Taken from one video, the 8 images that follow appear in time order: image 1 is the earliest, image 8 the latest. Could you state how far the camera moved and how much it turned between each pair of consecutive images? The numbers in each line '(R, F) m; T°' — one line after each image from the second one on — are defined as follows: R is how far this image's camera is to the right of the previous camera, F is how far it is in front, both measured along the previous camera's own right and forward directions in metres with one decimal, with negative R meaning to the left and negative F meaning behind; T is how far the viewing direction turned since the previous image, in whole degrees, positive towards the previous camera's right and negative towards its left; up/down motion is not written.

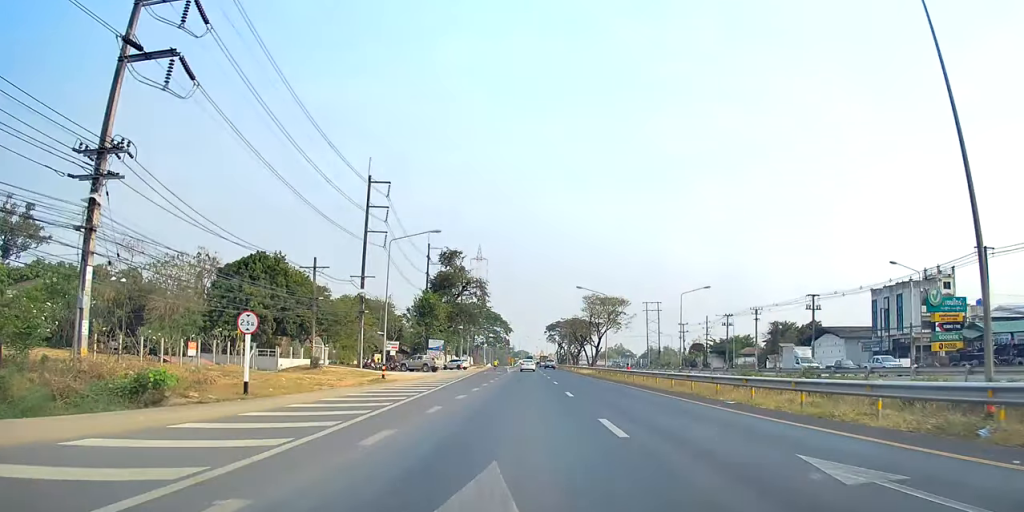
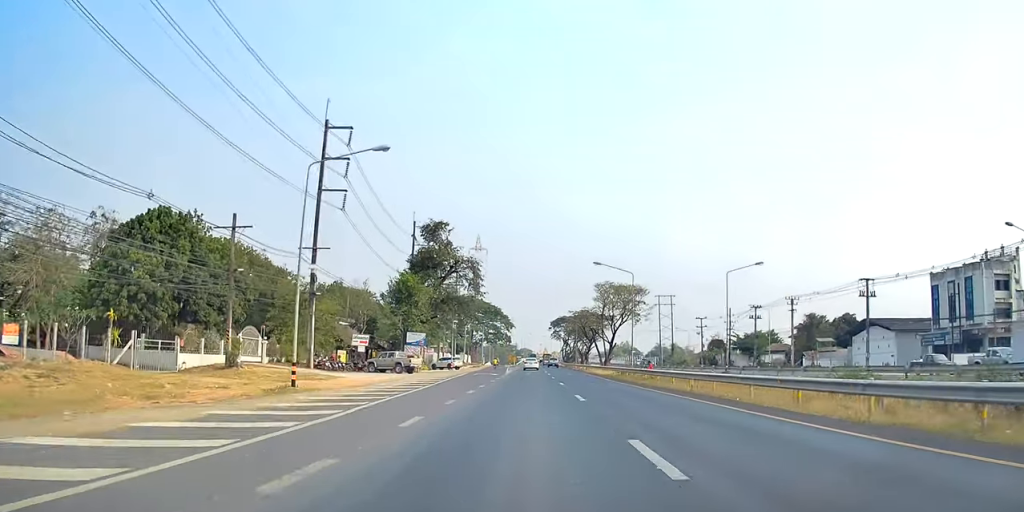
(0.0, +15.8) m; 0°
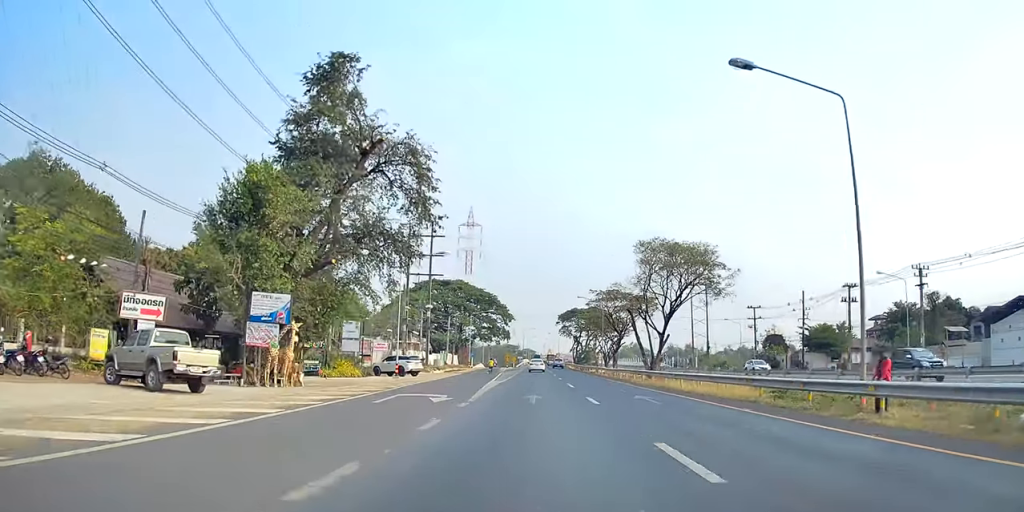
(0.0, +37.2) m; 0°
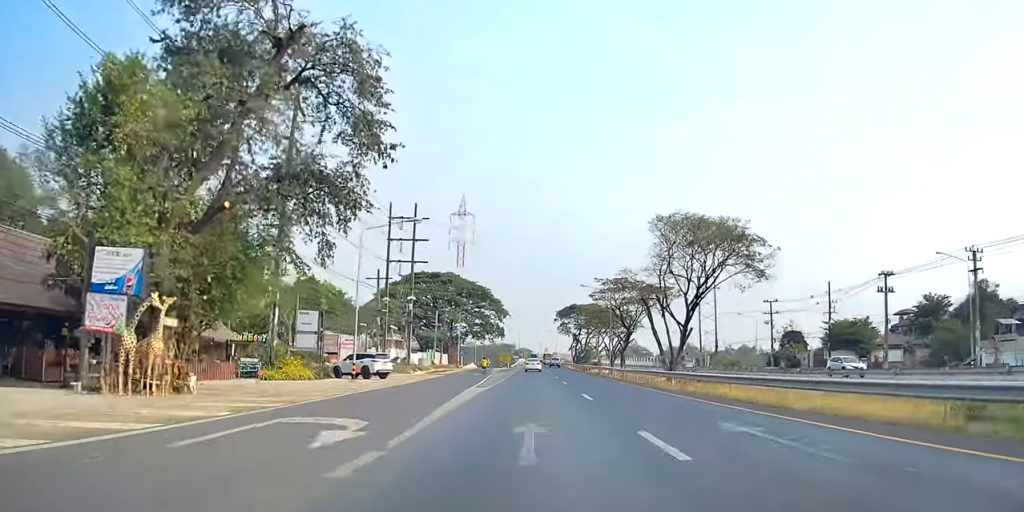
(-0.1, +10.1) m; +1°
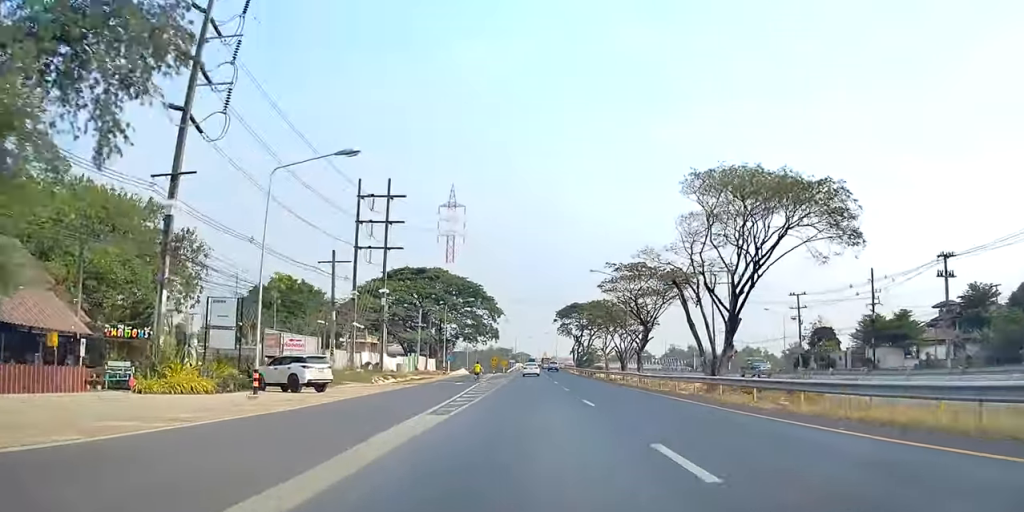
(+0.2, +13.3) m; +1°
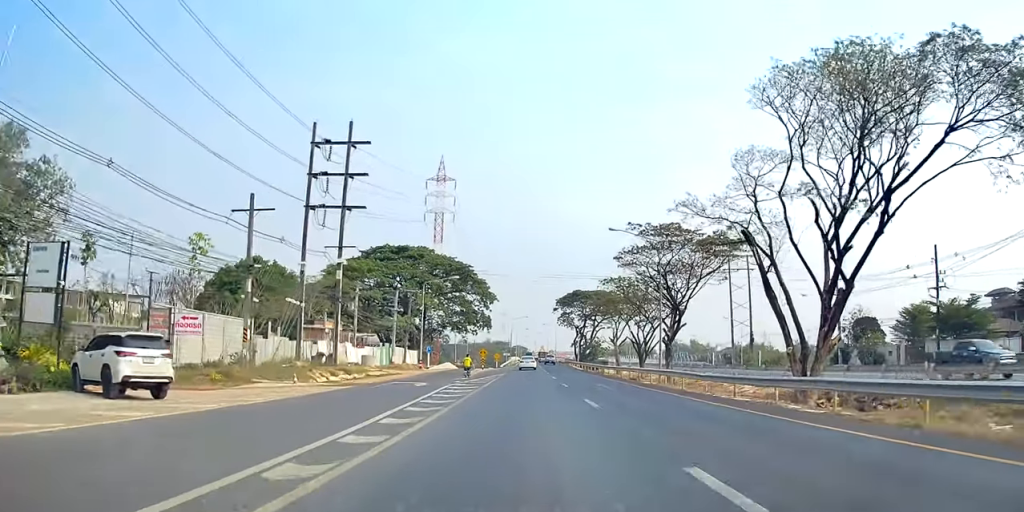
(+0.5, +15.2) m; 0°
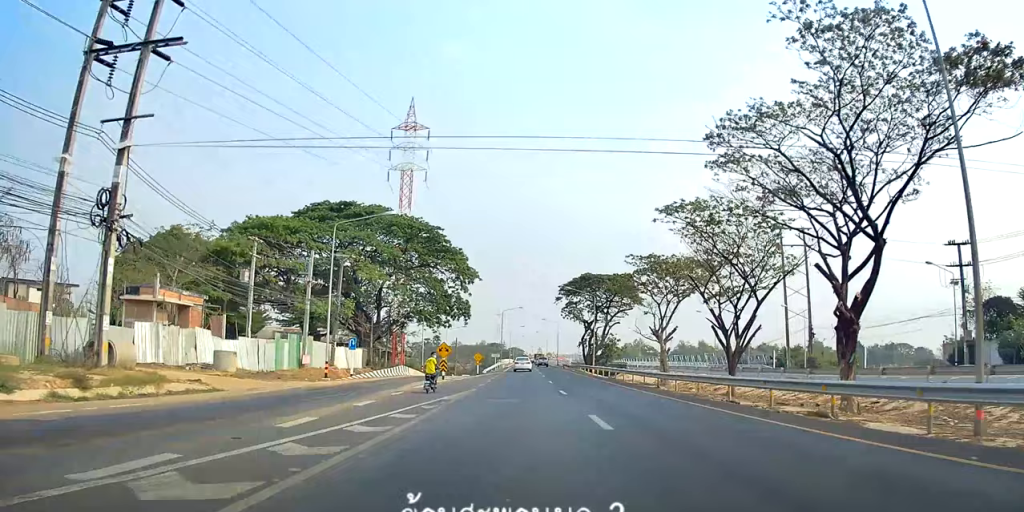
(-1.1, +28.3) m; -1°
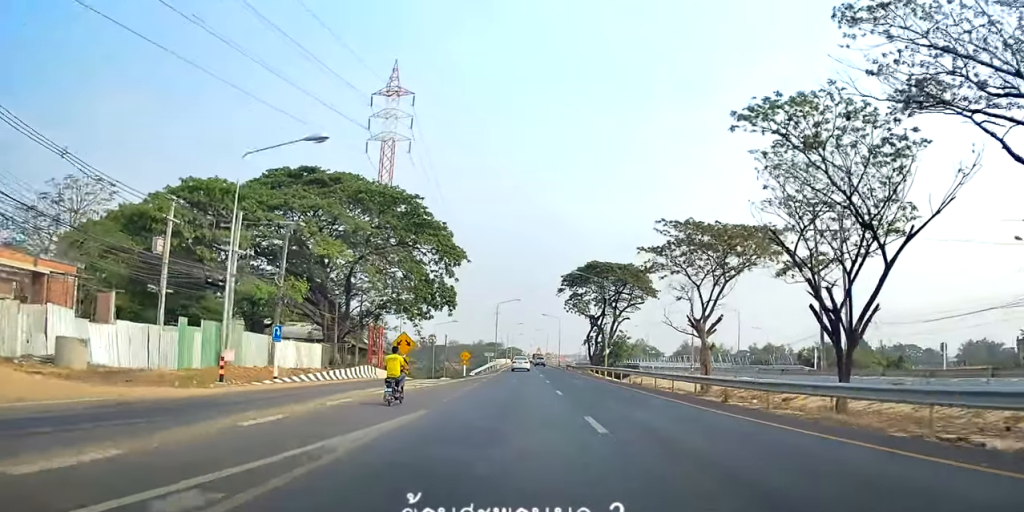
(0.0, +12.4) m; +1°
